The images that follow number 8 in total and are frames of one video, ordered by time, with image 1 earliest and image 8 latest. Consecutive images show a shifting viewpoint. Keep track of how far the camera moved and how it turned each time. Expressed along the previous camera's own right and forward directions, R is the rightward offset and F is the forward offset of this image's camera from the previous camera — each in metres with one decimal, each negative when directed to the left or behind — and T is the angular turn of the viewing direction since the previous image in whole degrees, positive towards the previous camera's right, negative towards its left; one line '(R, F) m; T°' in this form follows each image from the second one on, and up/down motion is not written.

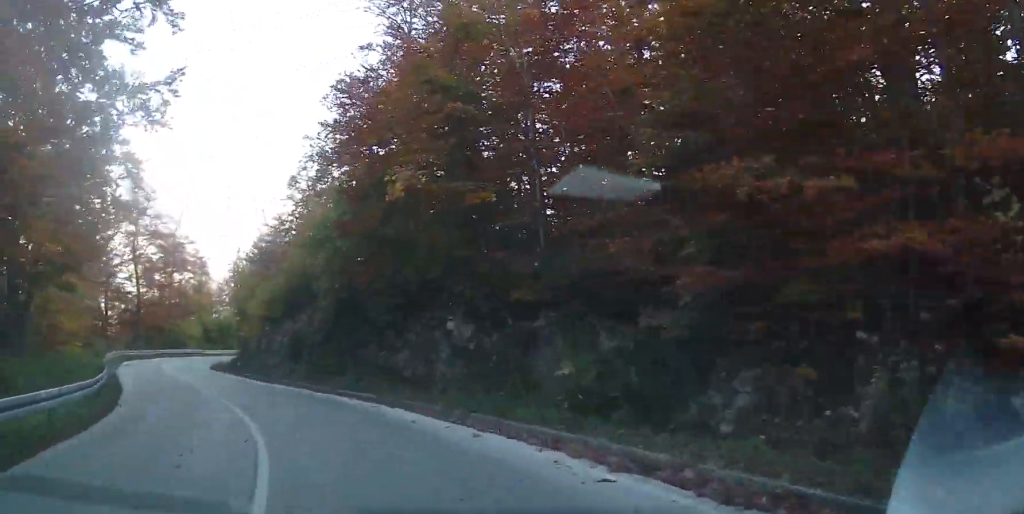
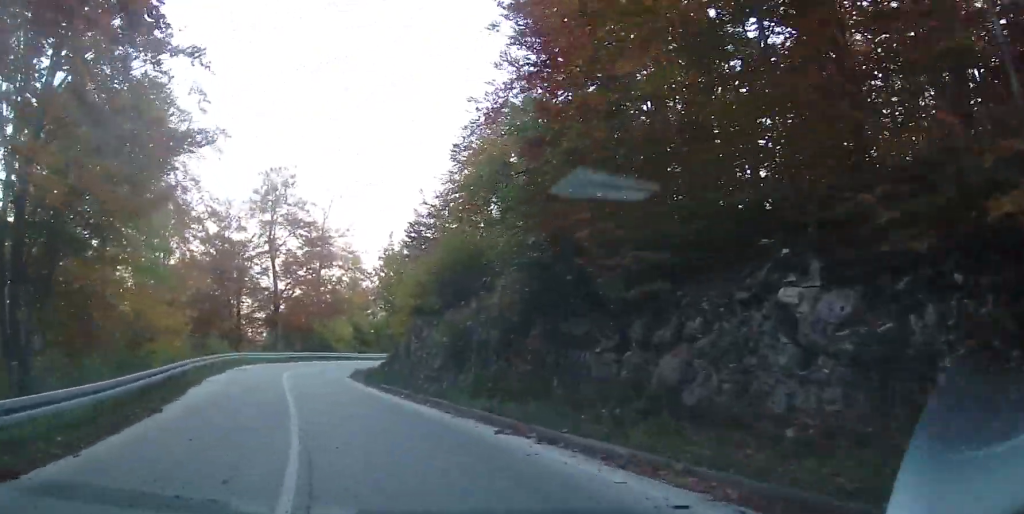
(-1.5, +9.9) m; -16°
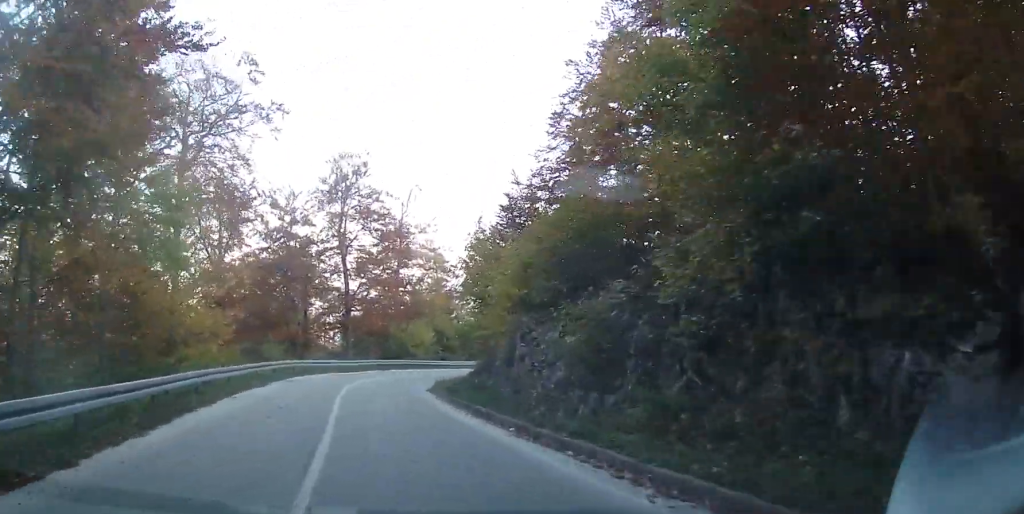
(-0.7, +6.8) m; -7°
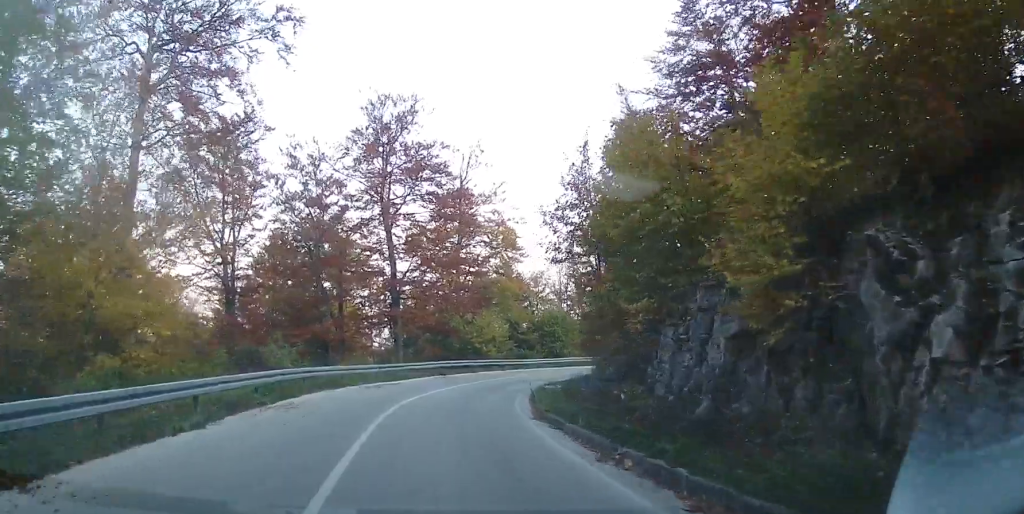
(-0.8, +12.3) m; -4°
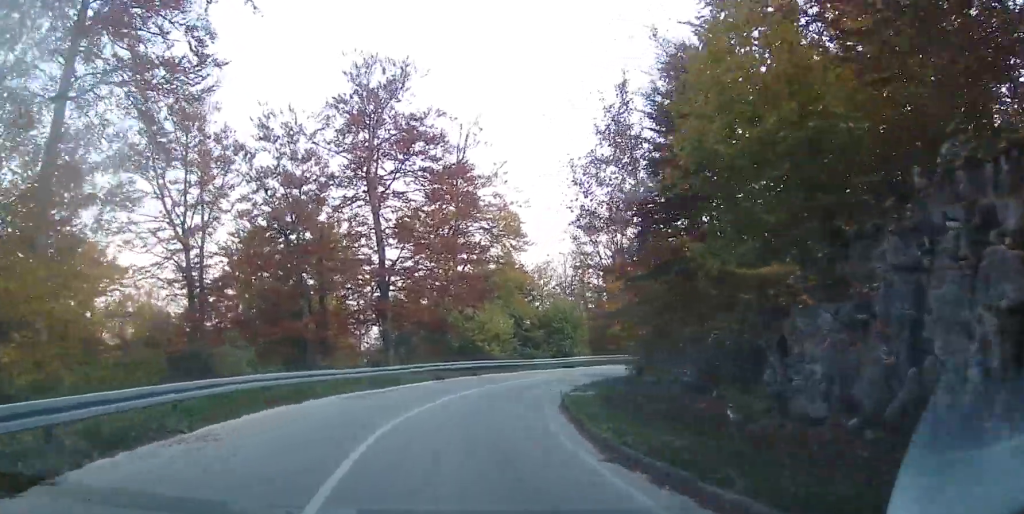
(0.0, +5.5) m; +2°
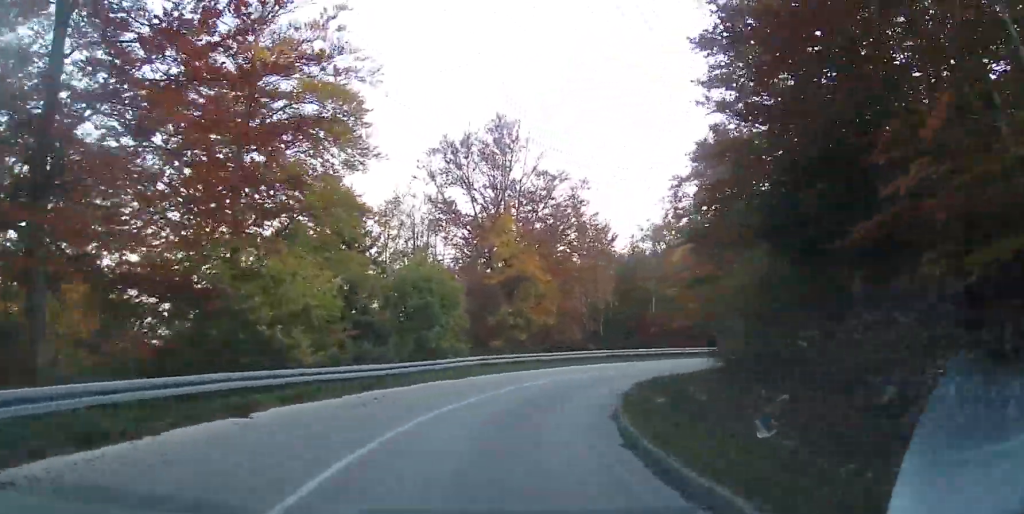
(+2.5, +20.9) m; +19°
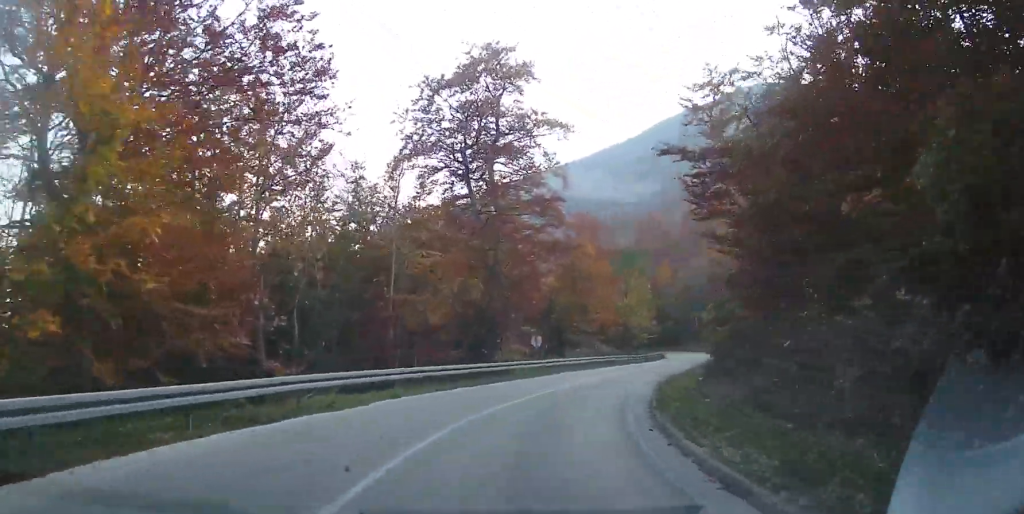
(+4.7, +23.6) m; +25°
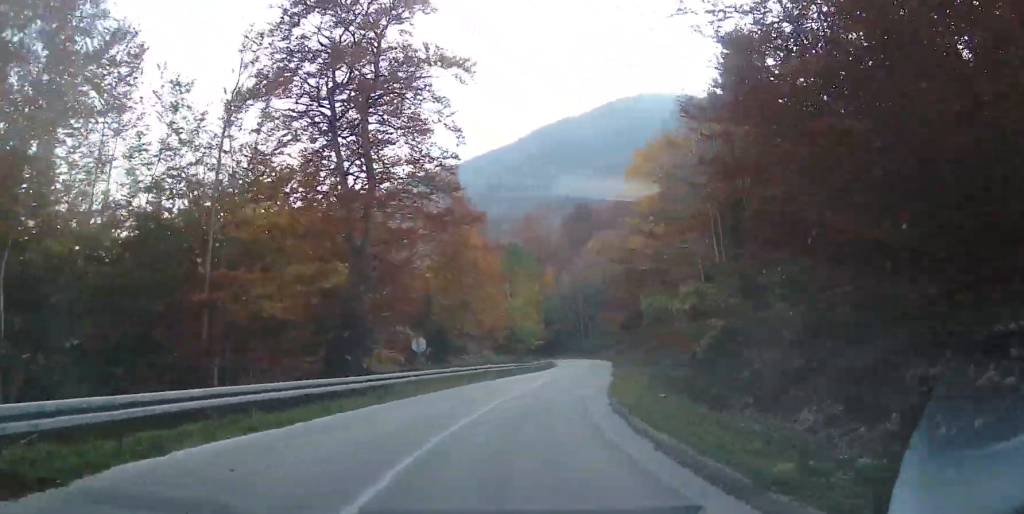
(+0.9, +8.4) m; +12°
